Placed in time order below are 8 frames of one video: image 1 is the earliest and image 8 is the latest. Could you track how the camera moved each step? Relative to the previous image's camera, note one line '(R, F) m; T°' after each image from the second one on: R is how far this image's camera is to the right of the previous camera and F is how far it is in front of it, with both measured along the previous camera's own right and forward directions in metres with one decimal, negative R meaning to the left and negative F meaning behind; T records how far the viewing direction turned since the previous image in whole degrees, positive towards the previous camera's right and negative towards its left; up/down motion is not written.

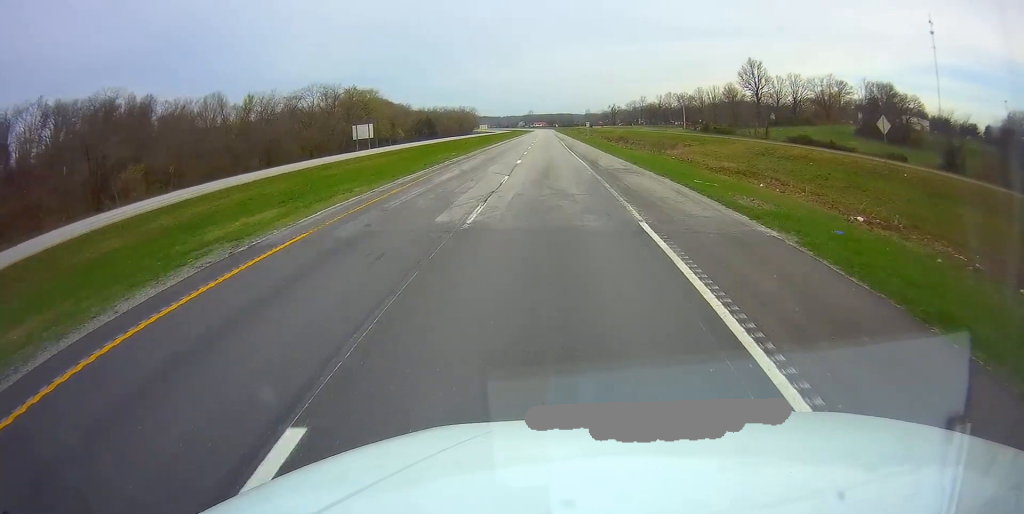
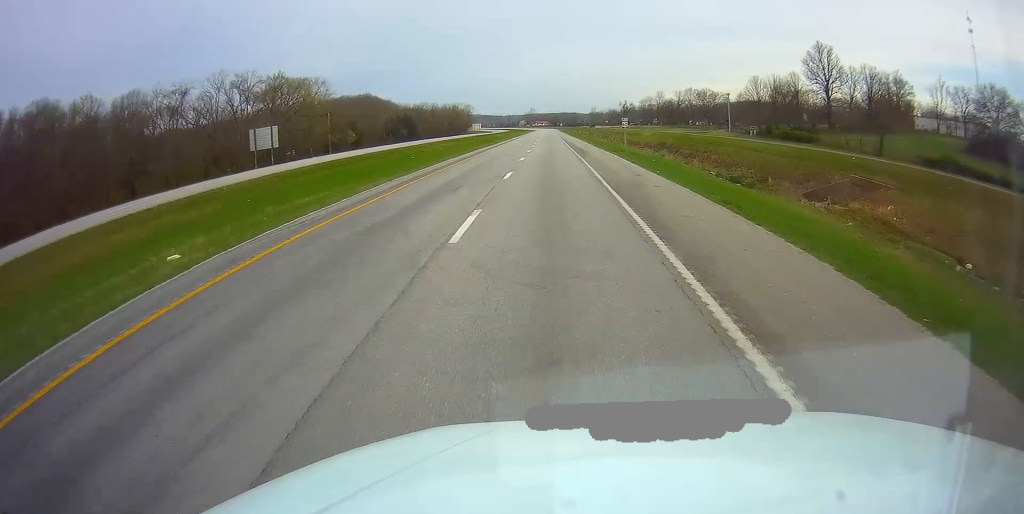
(-0.2, +47.7) m; 0°
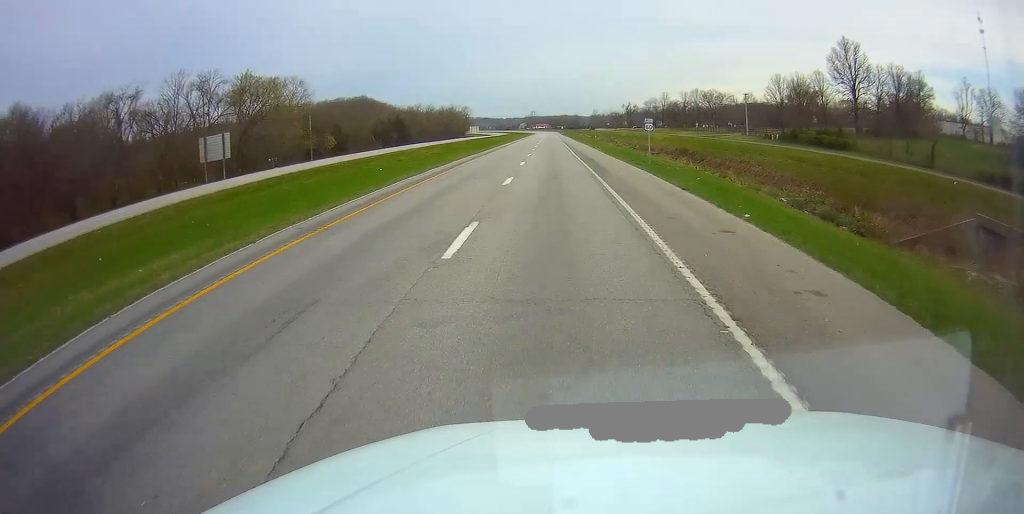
(0.0, +13.5) m; 0°
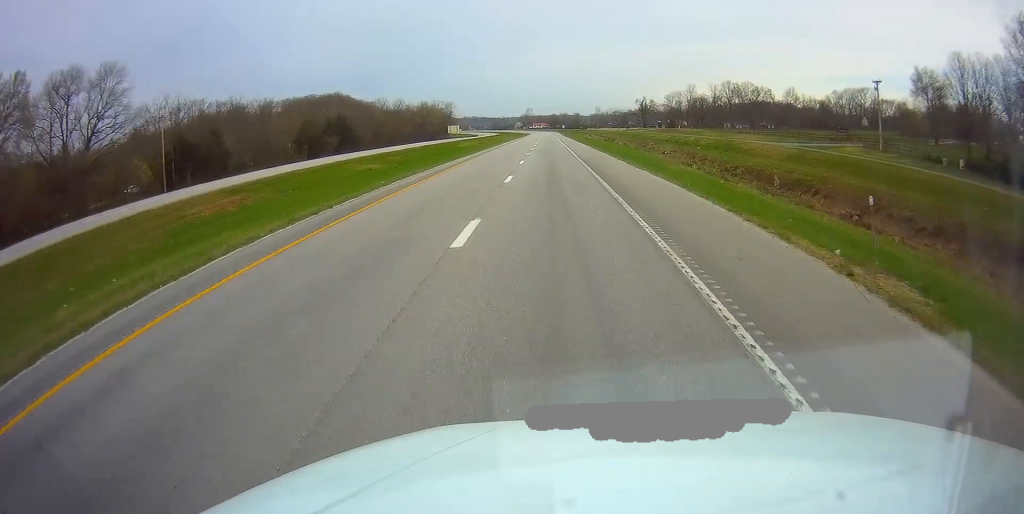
(+0.2, +61.4) m; 0°
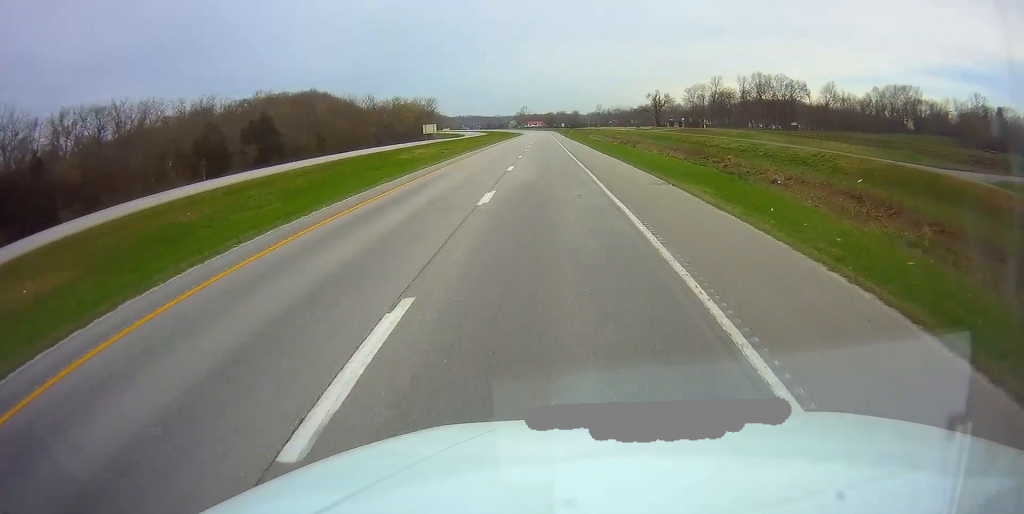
(0.0, +43.9) m; 0°
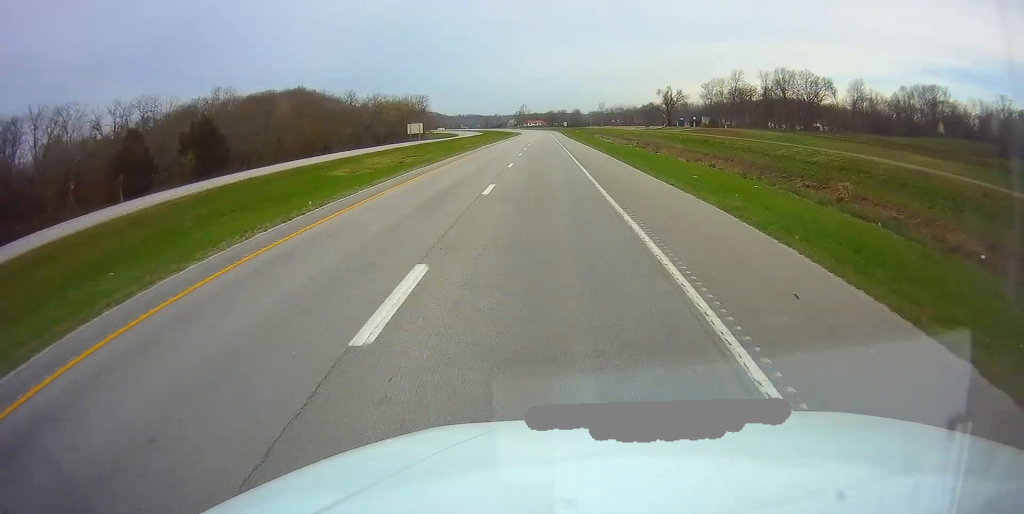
(0.0, +23.0) m; 0°
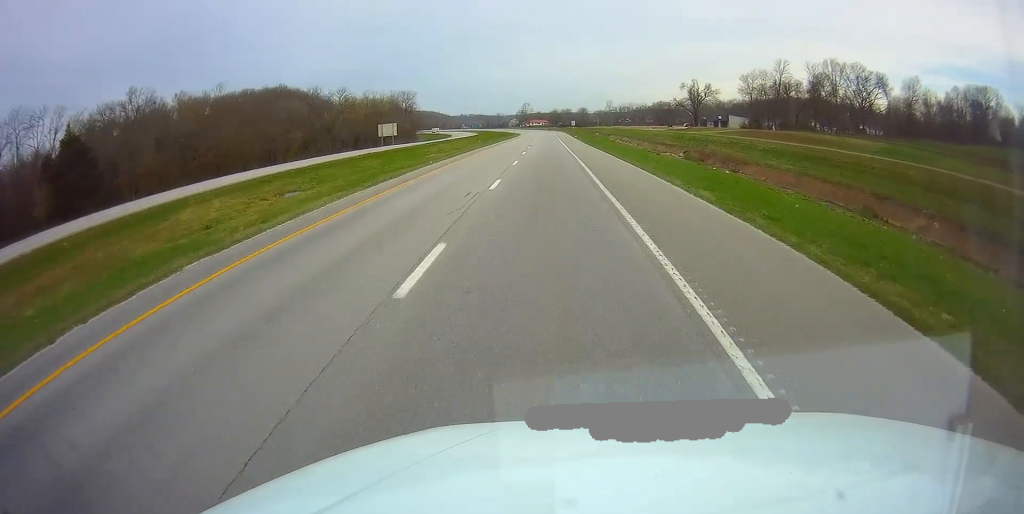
(+0.1, +35.5) m; 0°
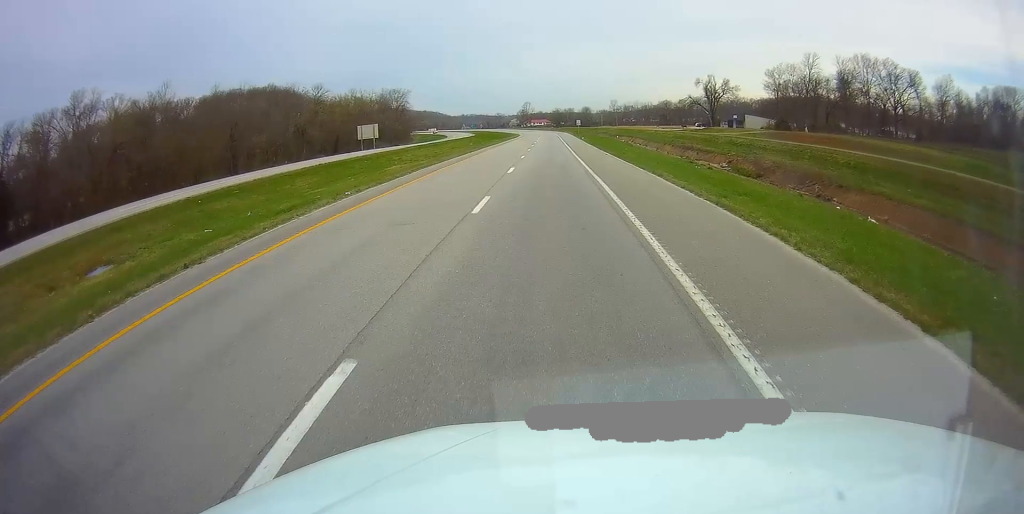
(+0.1, +17.7) m; 0°
